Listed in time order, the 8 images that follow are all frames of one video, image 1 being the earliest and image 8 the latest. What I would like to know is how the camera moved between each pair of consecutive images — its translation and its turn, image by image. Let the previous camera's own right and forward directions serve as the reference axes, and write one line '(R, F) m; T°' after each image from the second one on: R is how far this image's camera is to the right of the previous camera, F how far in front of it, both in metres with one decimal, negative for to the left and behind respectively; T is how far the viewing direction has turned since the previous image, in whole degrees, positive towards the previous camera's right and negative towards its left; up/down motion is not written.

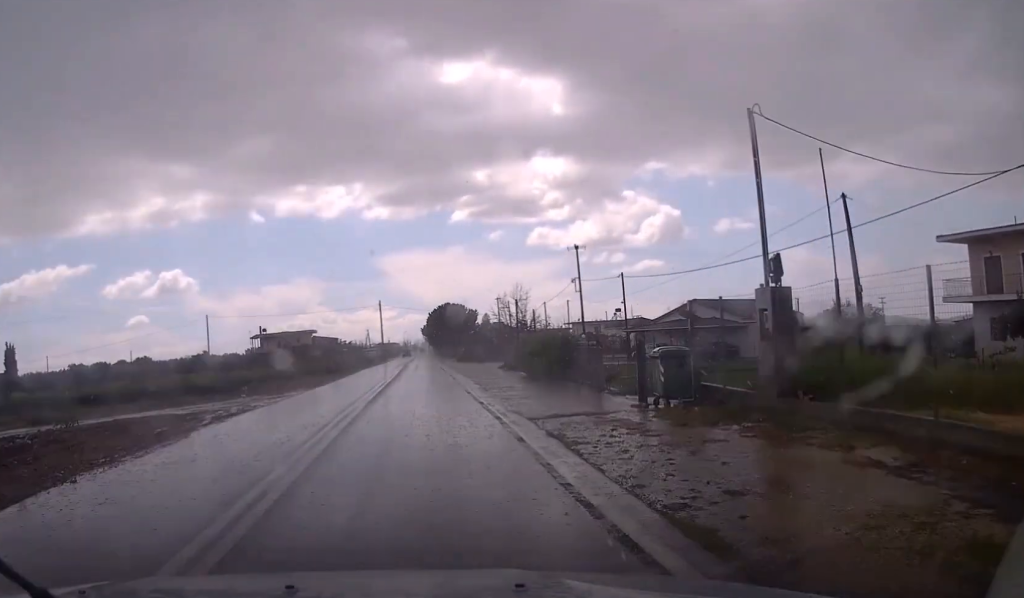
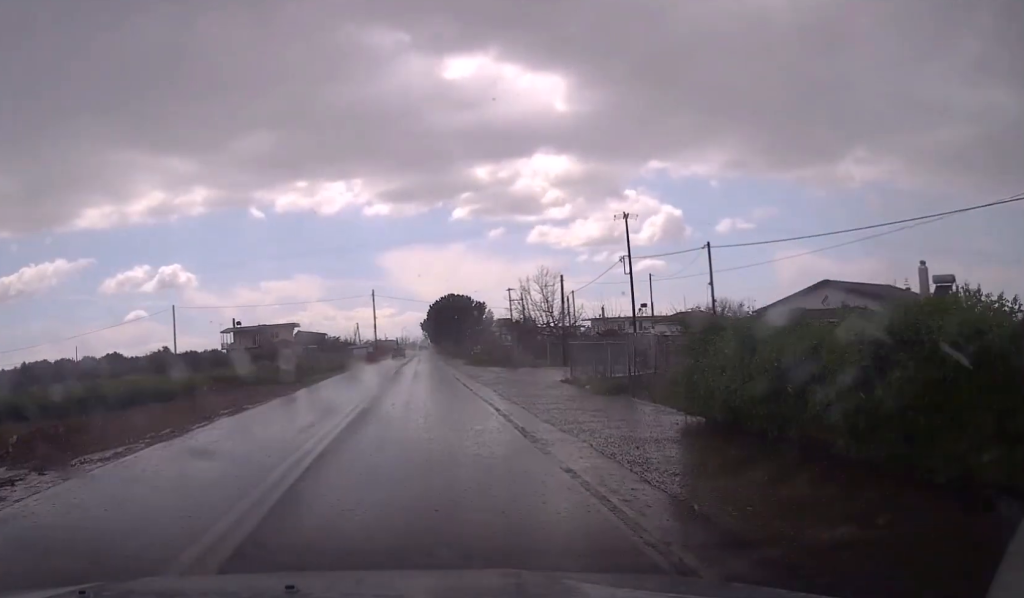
(0.0, +22.2) m; +1°
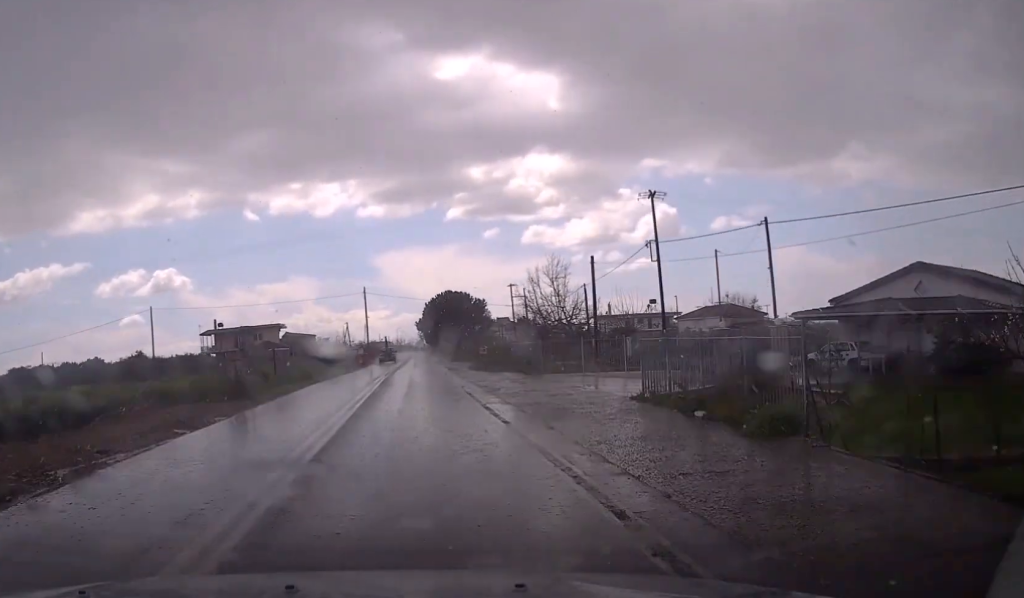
(0.0, +9.4) m; 0°
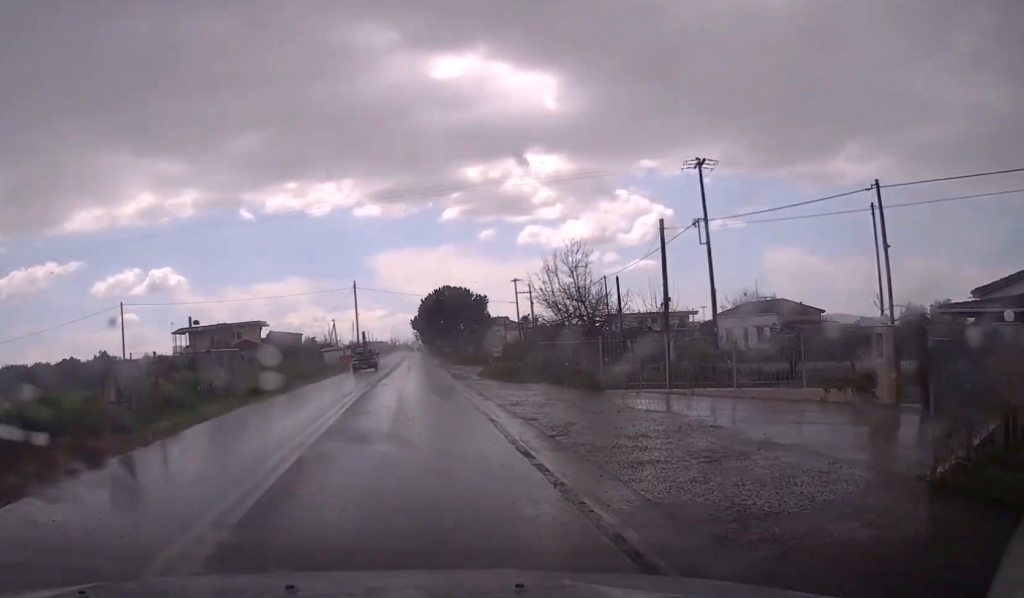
(-0.1, +11.7) m; 0°
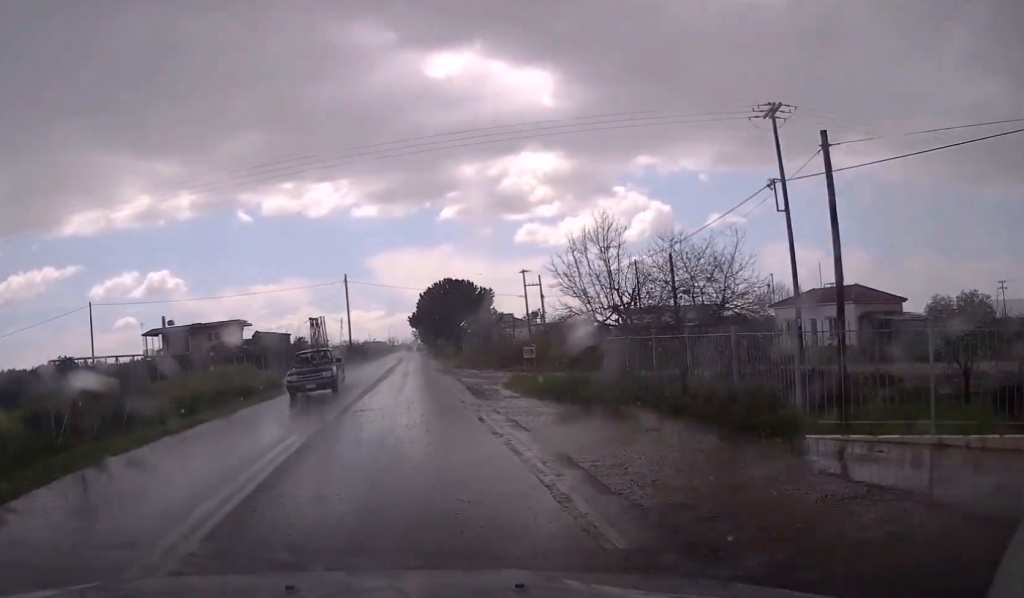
(-0.1, +11.2) m; 0°
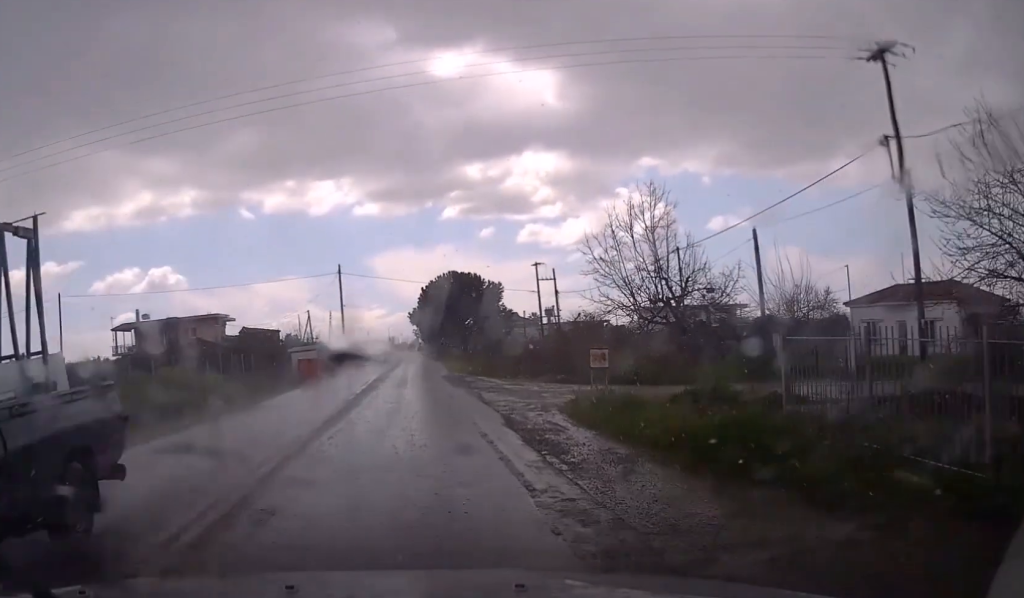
(+0.2, +10.3) m; +1°
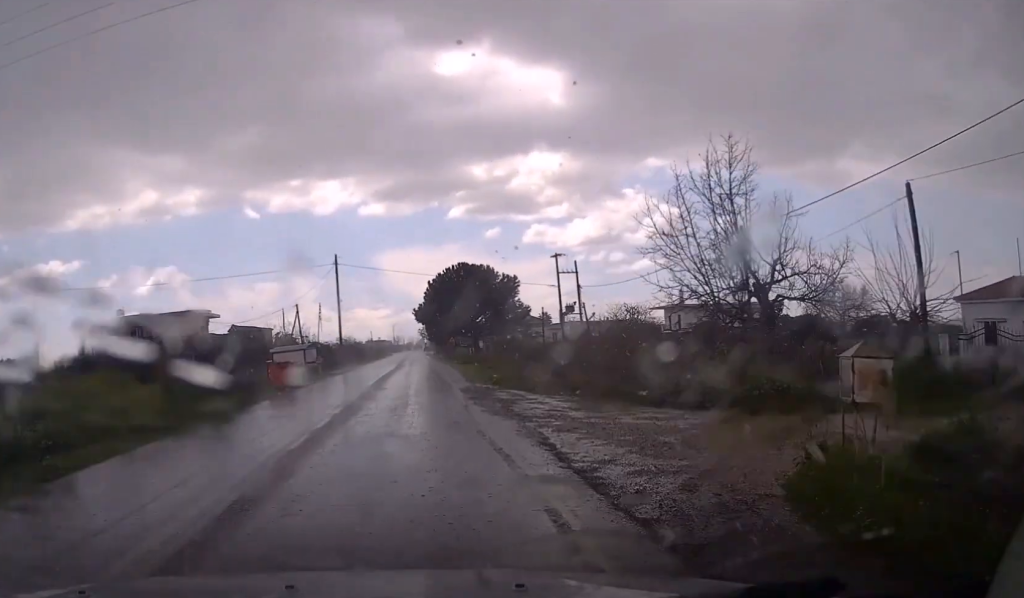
(0.0, +10.3) m; 0°
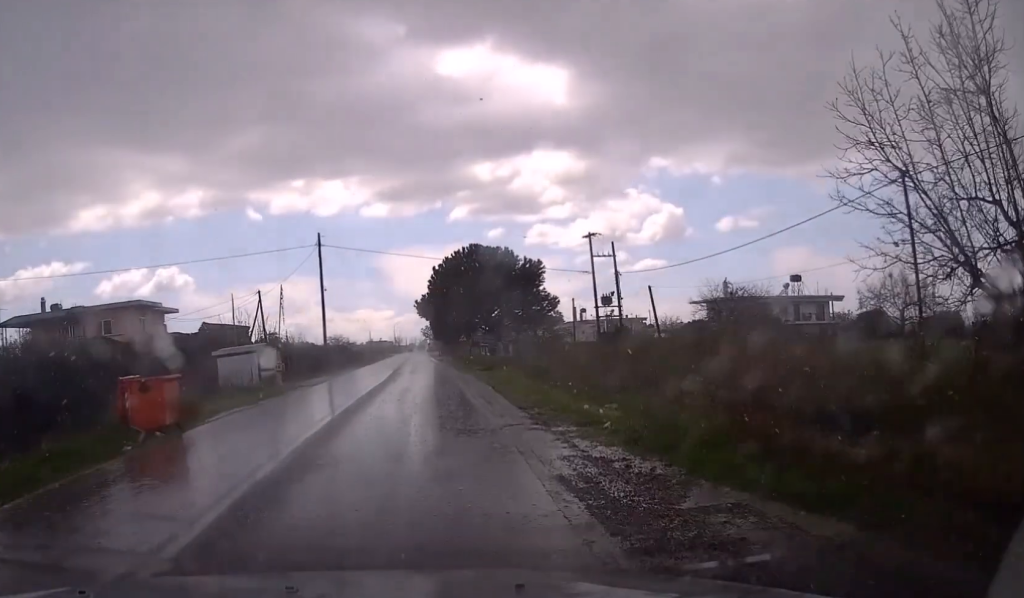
(-0.1, +16.4) m; -1°
